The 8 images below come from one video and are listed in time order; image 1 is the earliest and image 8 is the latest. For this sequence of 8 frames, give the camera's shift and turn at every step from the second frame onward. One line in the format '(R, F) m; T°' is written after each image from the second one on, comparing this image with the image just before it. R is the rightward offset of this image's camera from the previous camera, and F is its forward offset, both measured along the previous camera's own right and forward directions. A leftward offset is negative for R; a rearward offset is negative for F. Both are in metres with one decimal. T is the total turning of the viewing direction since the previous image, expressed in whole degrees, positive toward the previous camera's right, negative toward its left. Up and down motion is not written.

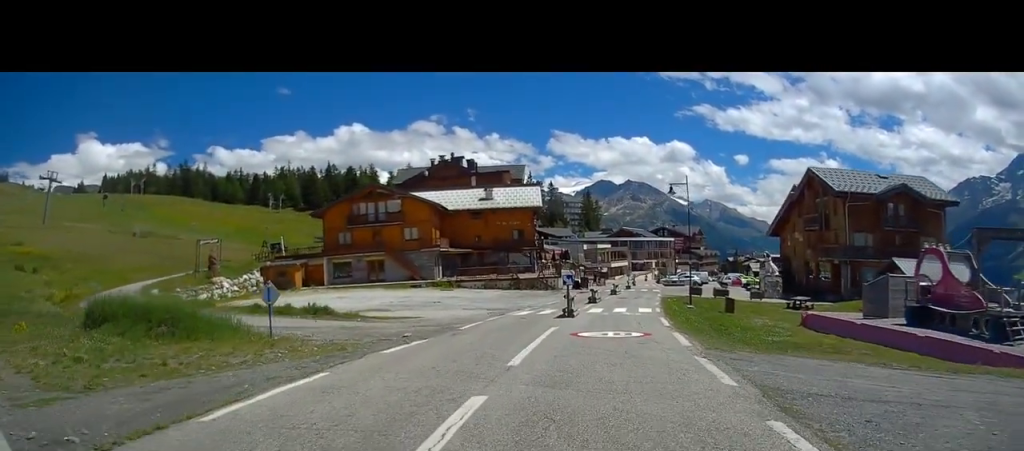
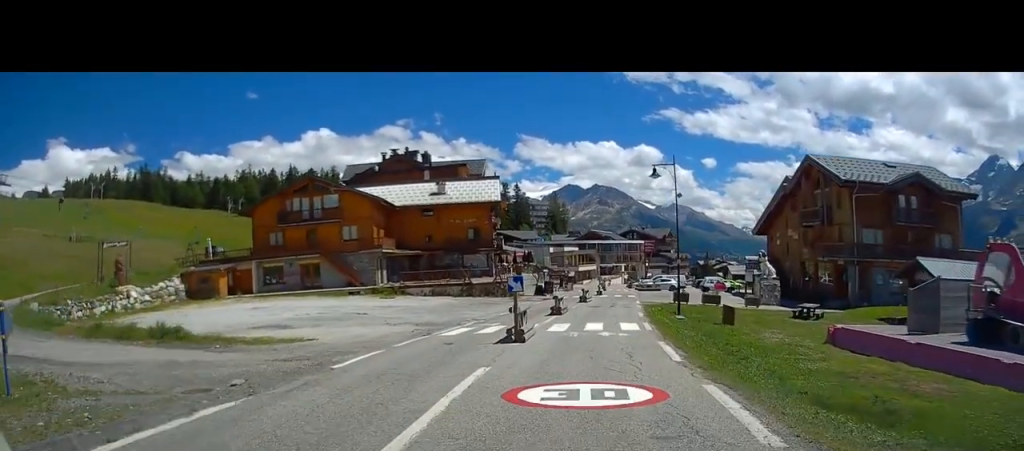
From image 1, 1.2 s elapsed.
(+0.4, +8.4) m; +6°
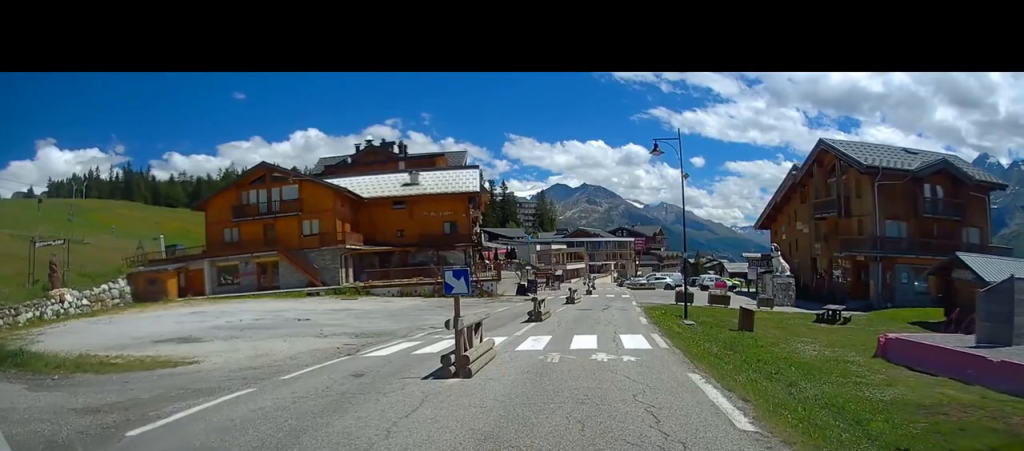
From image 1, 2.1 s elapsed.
(+0.2, +5.9) m; +1°
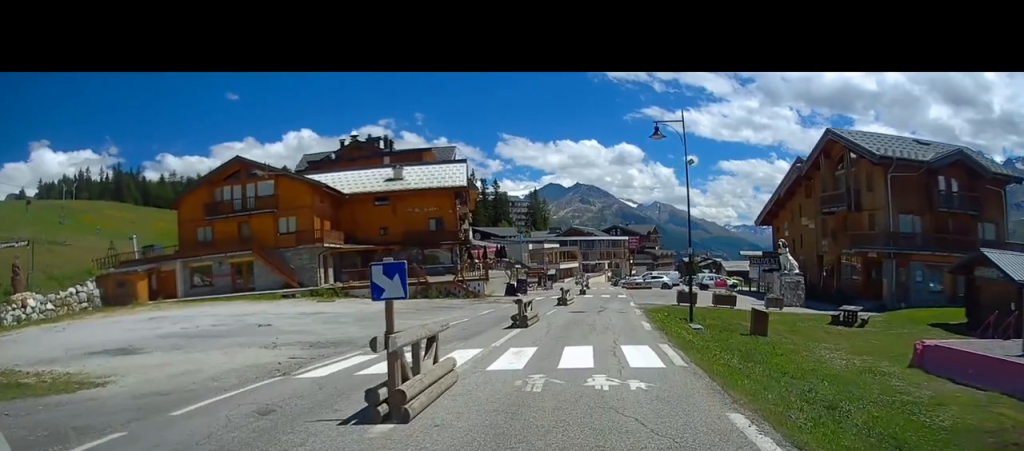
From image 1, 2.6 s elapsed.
(+0.1, +3.0) m; -1°
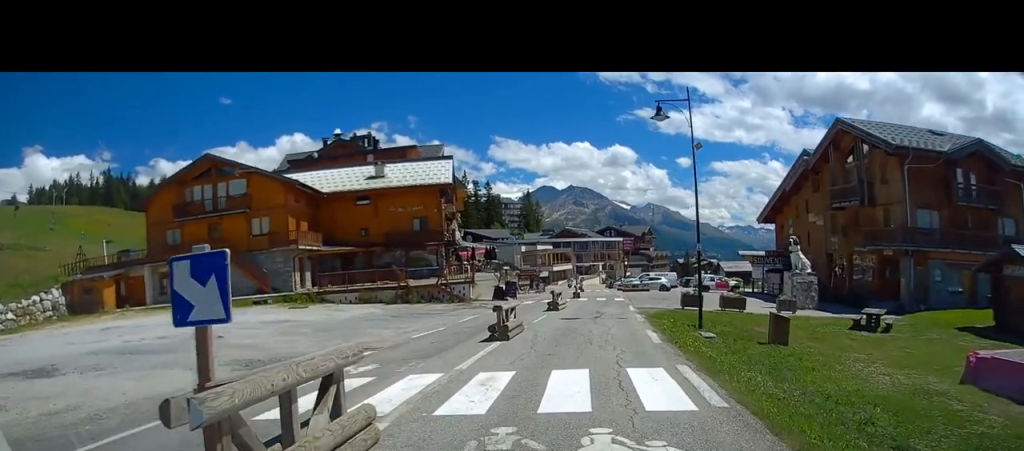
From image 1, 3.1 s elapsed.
(-0.2, +3.1) m; -2°
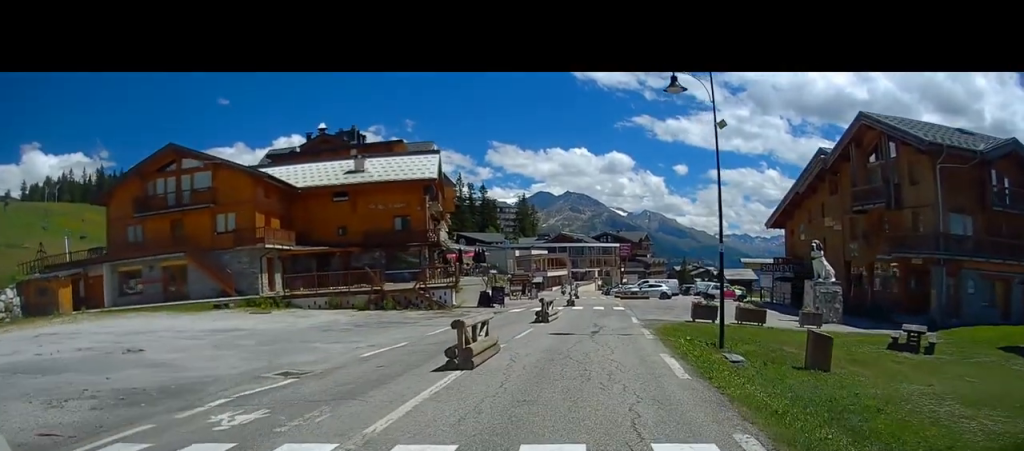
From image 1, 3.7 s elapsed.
(-0.1, +4.1) m; -2°
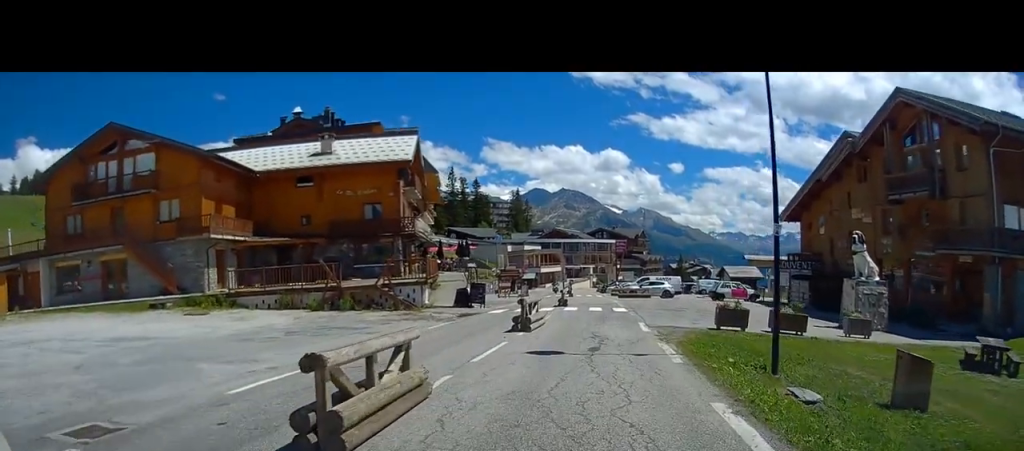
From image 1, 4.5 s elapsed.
(0.0, +5.3) m; 0°
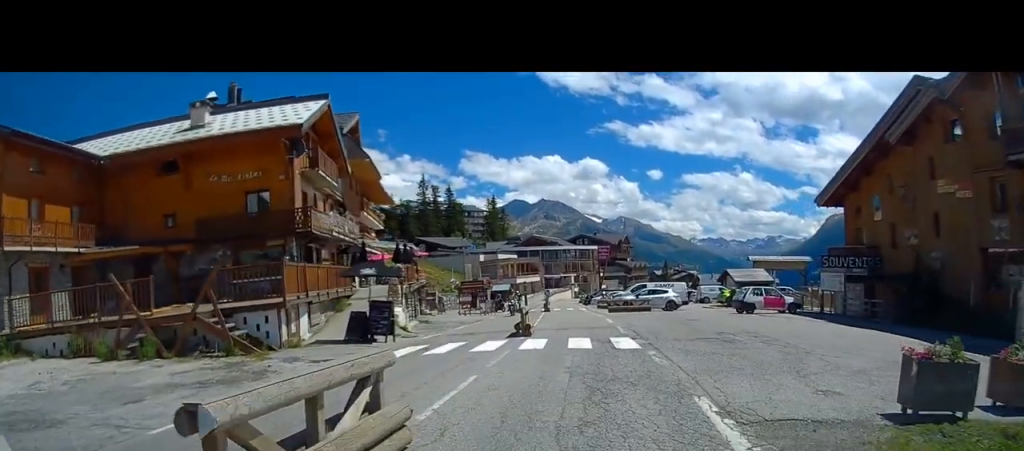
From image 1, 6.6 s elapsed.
(+0.2, +12.5) m; +1°
